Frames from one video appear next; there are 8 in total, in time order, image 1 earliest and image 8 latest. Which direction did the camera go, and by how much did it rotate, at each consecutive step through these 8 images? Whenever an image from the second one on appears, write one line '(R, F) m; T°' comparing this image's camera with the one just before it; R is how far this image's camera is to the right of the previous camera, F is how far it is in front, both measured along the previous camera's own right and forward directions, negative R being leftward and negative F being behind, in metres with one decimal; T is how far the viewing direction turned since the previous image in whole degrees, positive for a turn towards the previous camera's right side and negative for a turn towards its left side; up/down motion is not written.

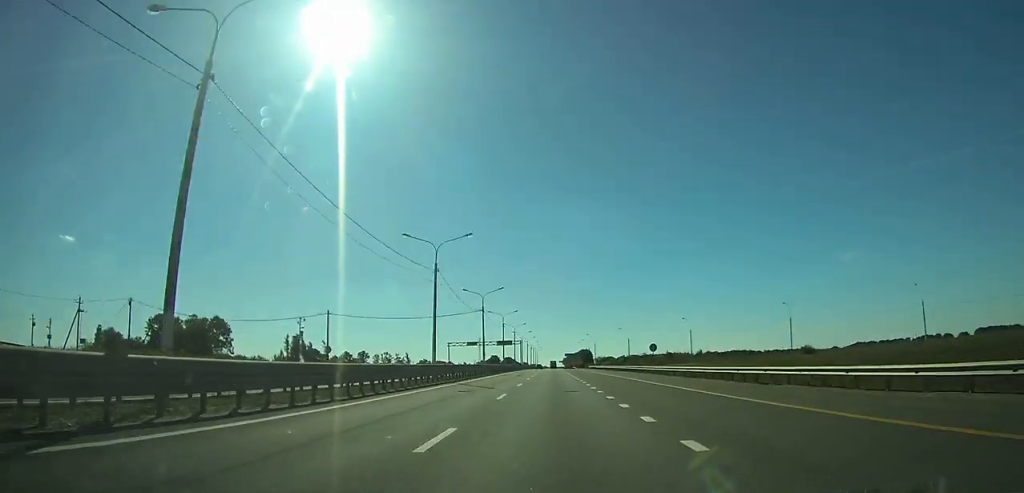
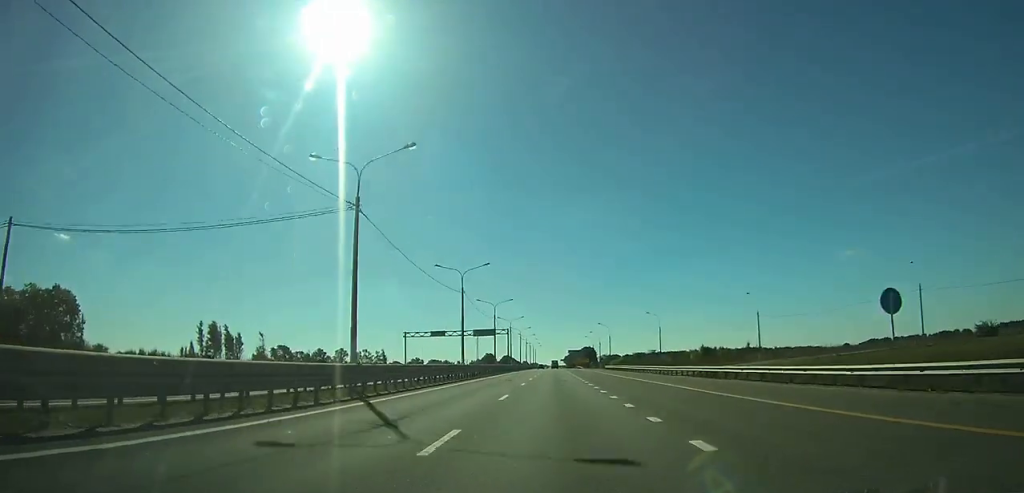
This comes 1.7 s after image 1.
(0.0, +47.7) m; 0°
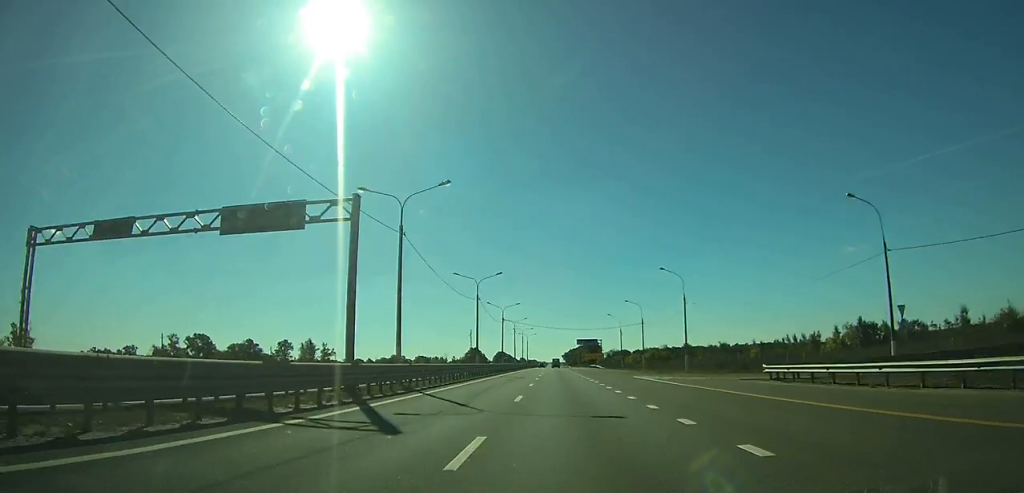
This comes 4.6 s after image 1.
(0.0, +84.4) m; 0°
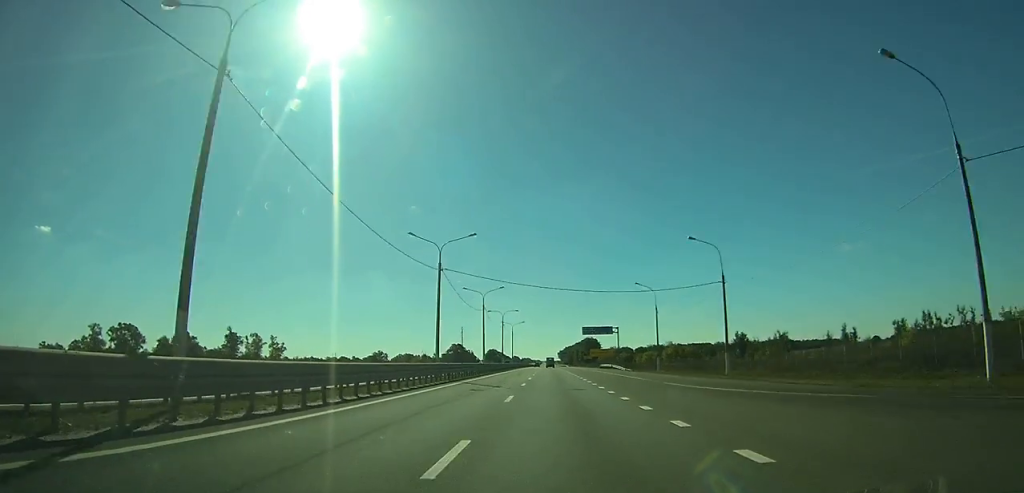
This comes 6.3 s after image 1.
(+0.1, +48.2) m; 0°
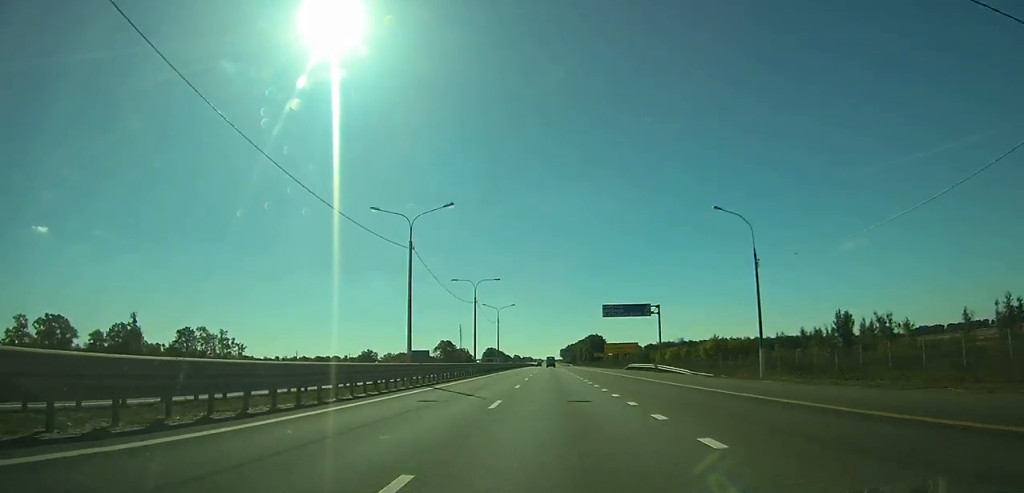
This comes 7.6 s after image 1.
(0.0, +38.7) m; 0°
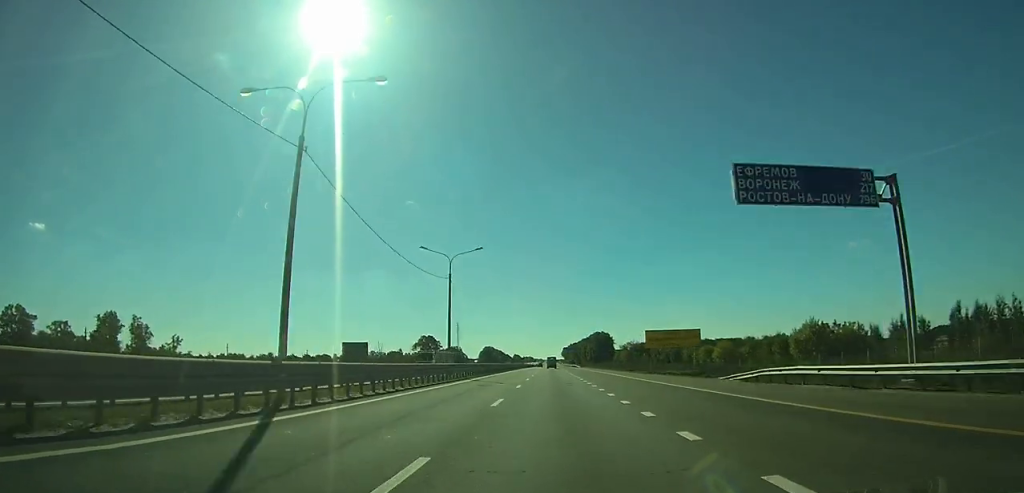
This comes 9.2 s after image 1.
(0.0, +46.5) m; 0°
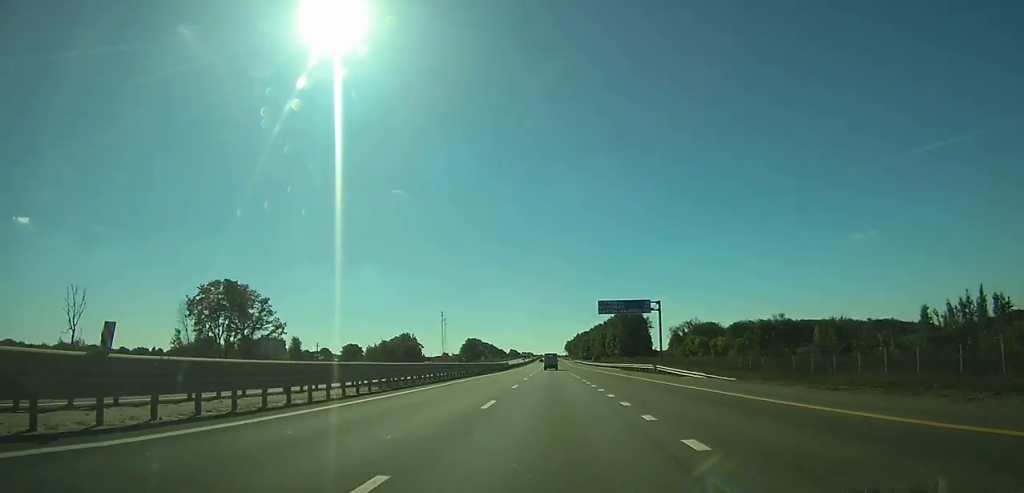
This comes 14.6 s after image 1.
(+0.1, +156.9) m; 0°
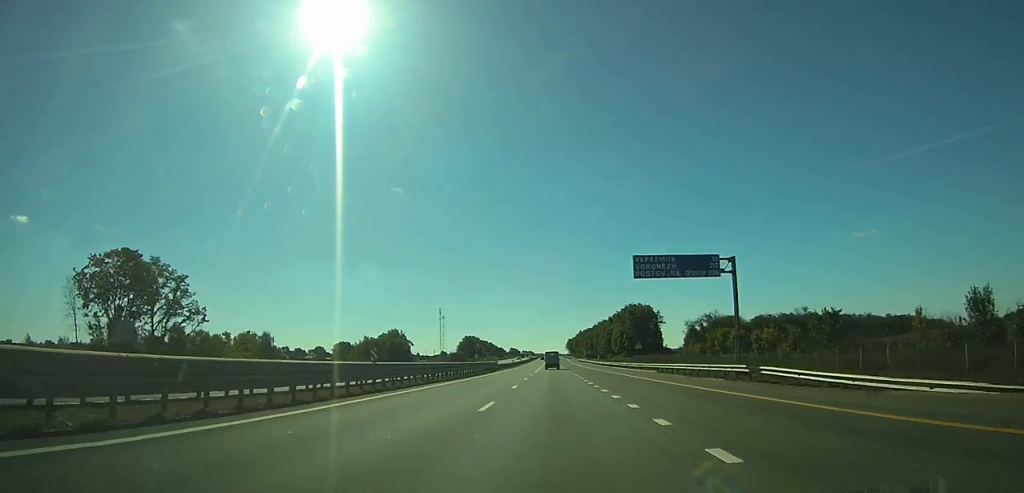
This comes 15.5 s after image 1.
(0.0, +25.1) m; 0°
